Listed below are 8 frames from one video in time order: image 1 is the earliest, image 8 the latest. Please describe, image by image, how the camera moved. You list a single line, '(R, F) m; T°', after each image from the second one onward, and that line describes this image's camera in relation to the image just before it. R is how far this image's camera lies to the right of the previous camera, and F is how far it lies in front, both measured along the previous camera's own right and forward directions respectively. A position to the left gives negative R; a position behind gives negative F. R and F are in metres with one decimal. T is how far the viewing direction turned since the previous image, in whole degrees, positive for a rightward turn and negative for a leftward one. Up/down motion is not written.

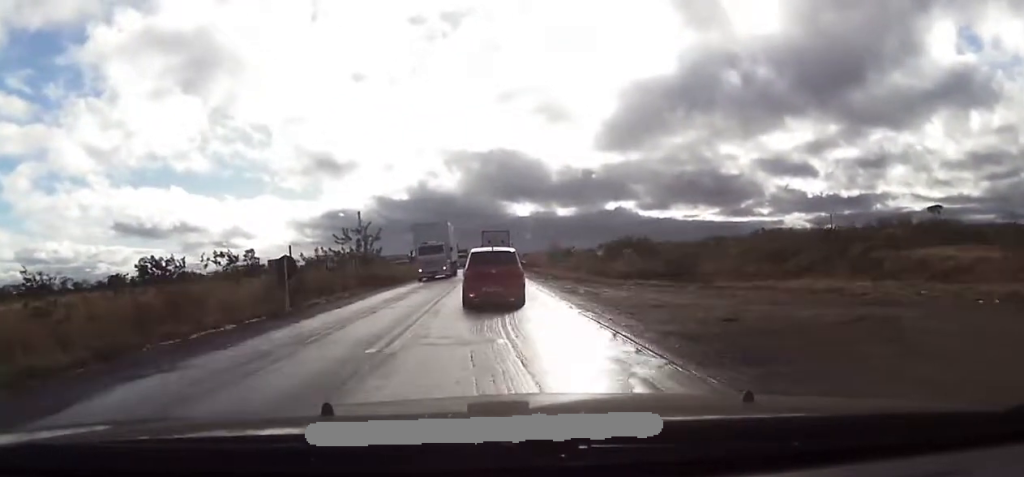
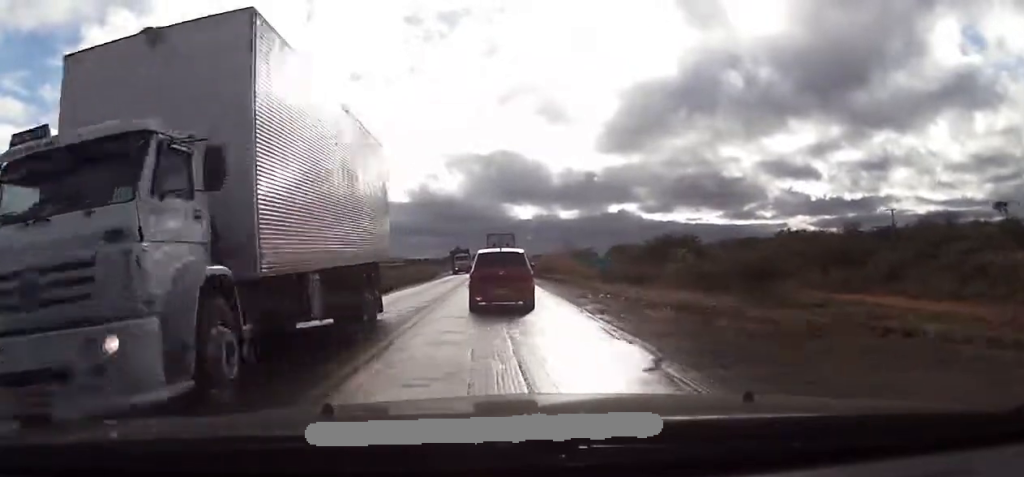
(+0.6, +20.2) m; +2°
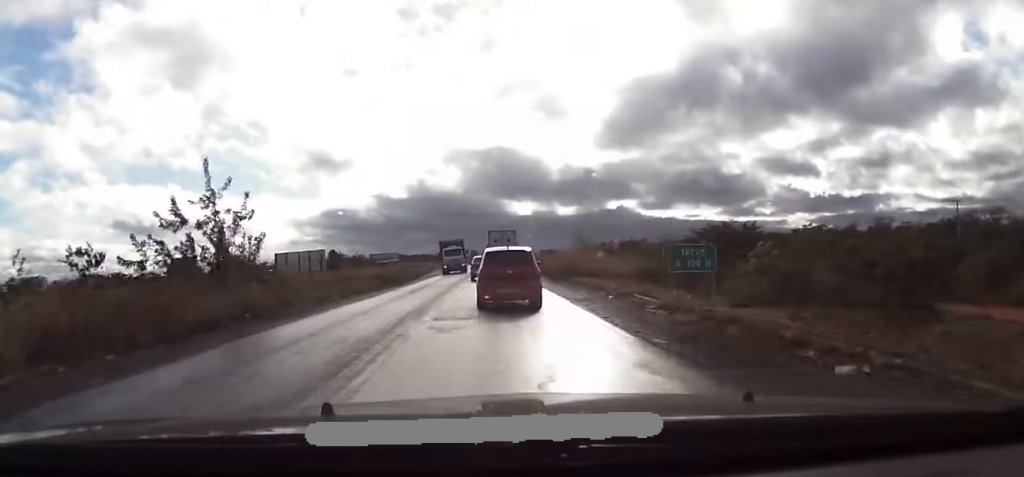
(-0.3, +17.7) m; -2°
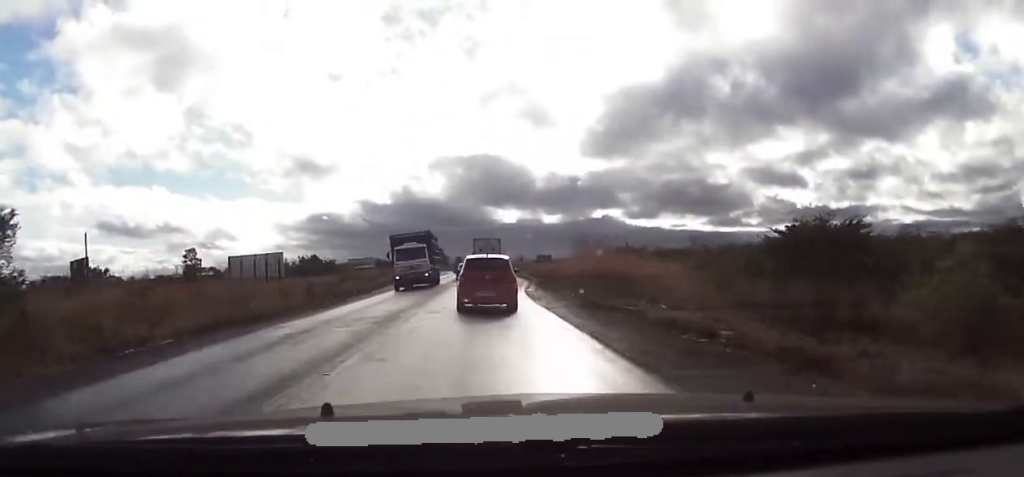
(+0.2, +18.6) m; +1°
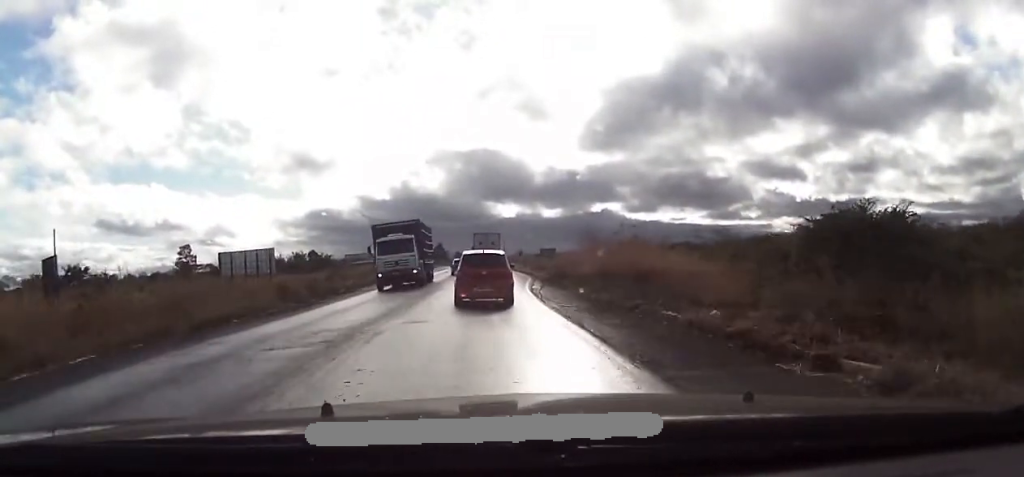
(0.0, +4.4) m; 0°
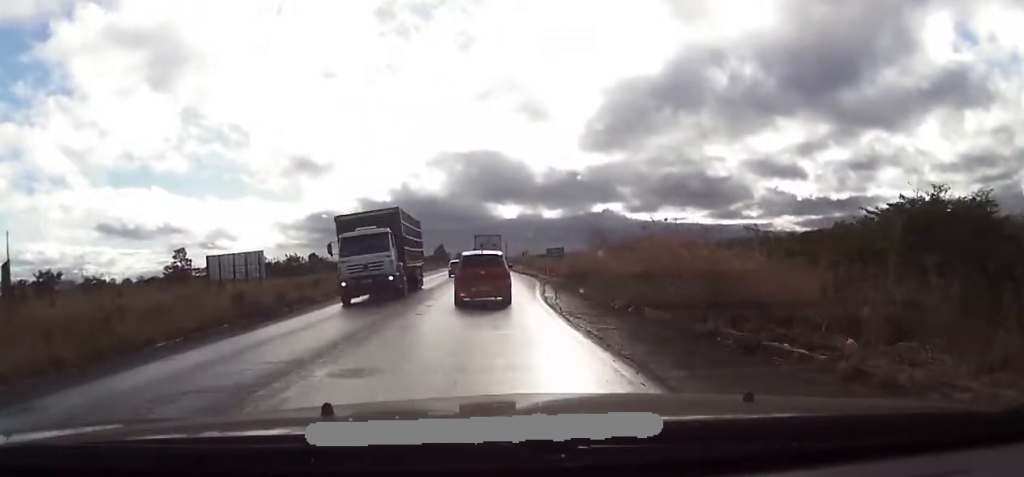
(0.0, +5.9) m; +1°
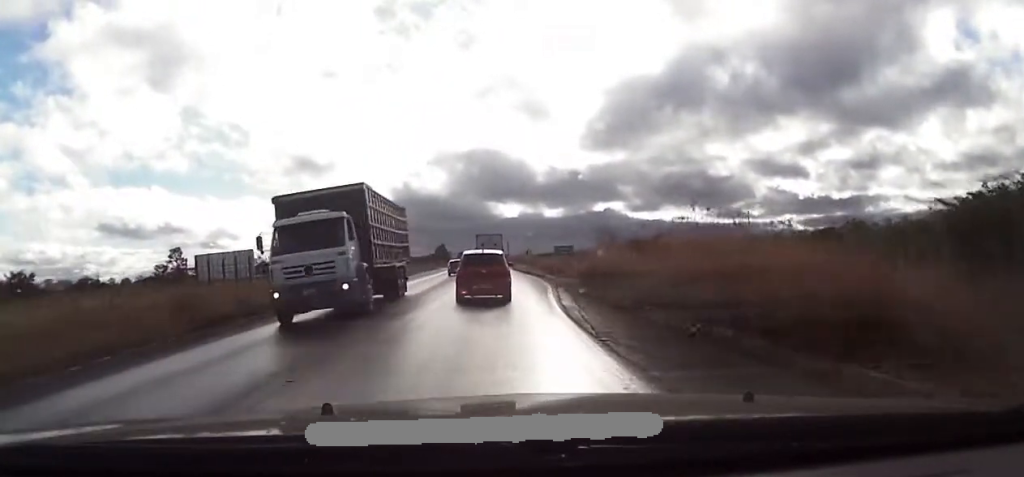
(0.0, +5.2) m; +1°
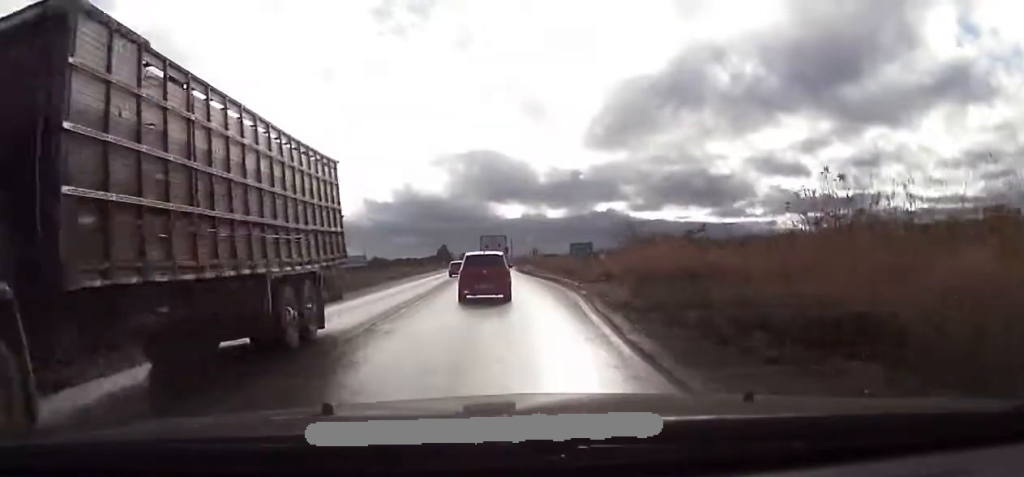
(+0.3, +8.7) m; 0°
